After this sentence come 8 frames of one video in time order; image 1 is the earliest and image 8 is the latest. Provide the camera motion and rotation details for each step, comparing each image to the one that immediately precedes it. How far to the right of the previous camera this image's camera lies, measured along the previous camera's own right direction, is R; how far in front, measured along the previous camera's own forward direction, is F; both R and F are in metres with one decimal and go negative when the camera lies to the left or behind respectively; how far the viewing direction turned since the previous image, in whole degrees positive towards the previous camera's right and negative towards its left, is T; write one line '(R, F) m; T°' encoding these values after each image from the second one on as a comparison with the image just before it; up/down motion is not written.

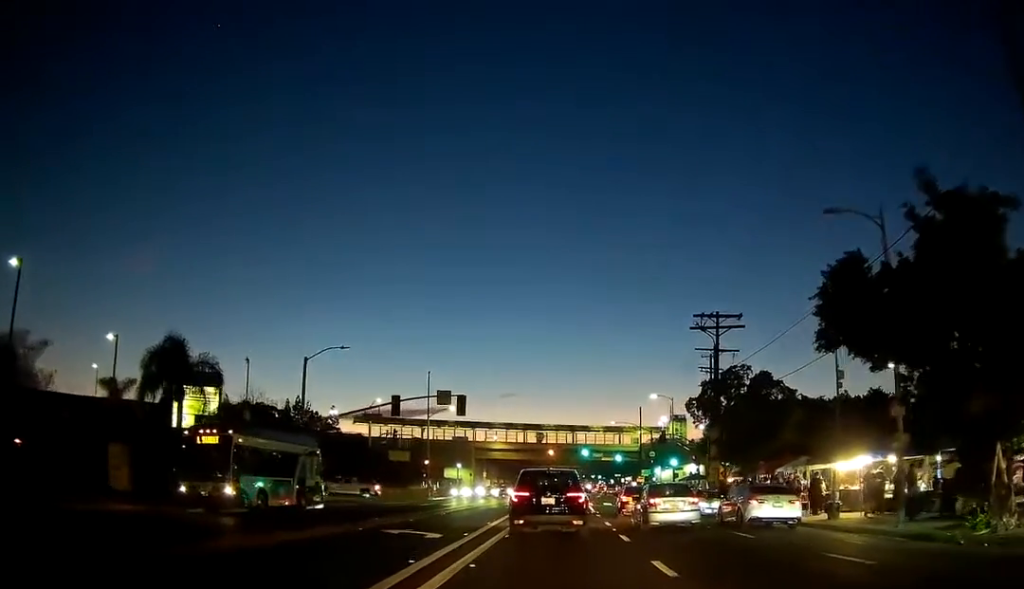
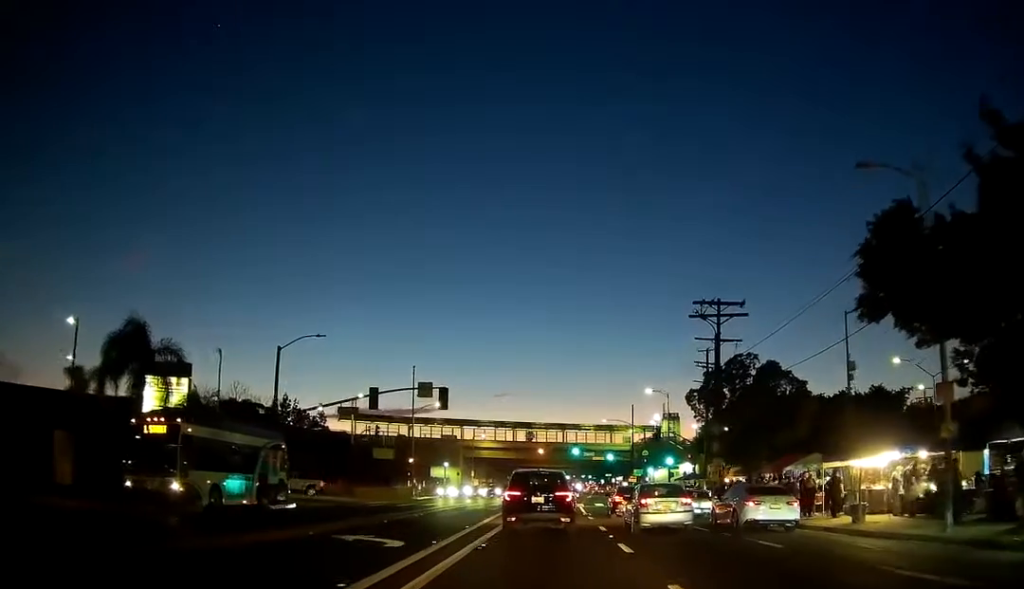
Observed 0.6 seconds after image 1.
(+0.1, +2.8) m; 0°
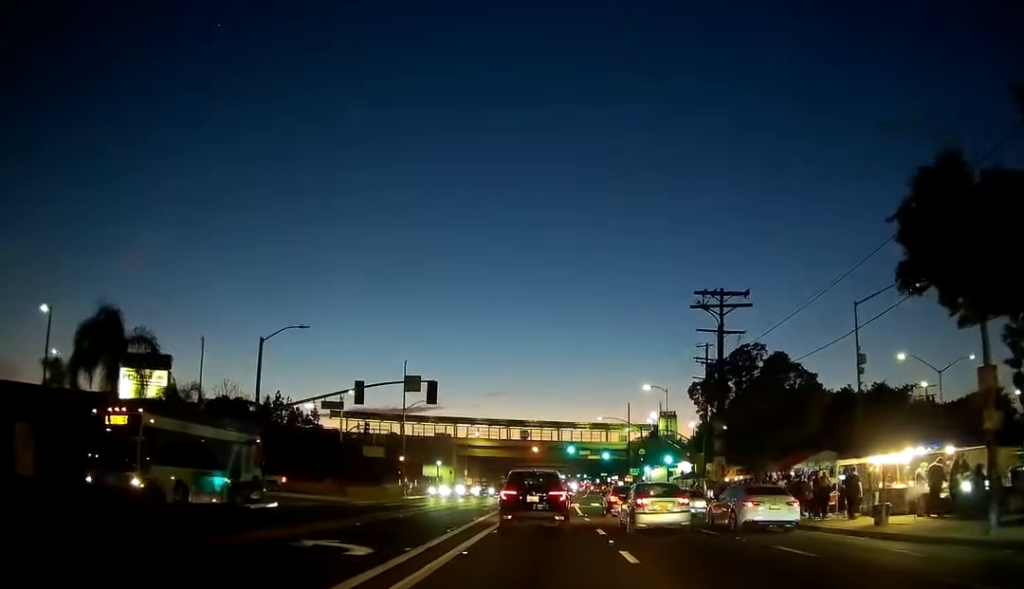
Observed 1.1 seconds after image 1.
(+0.1, +2.0) m; 0°
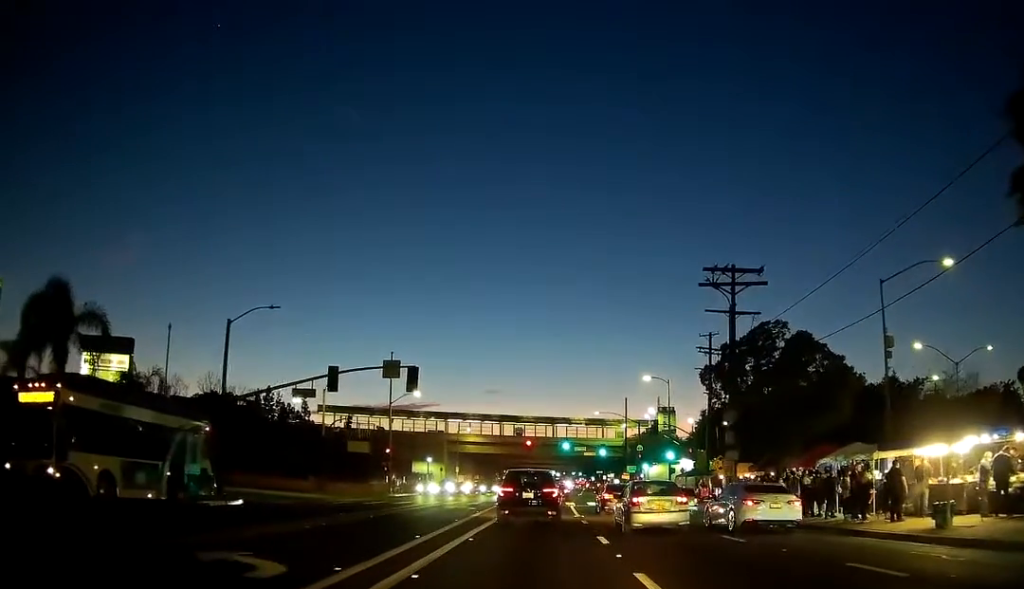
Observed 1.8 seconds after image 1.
(-0.1, +4.0) m; -1°
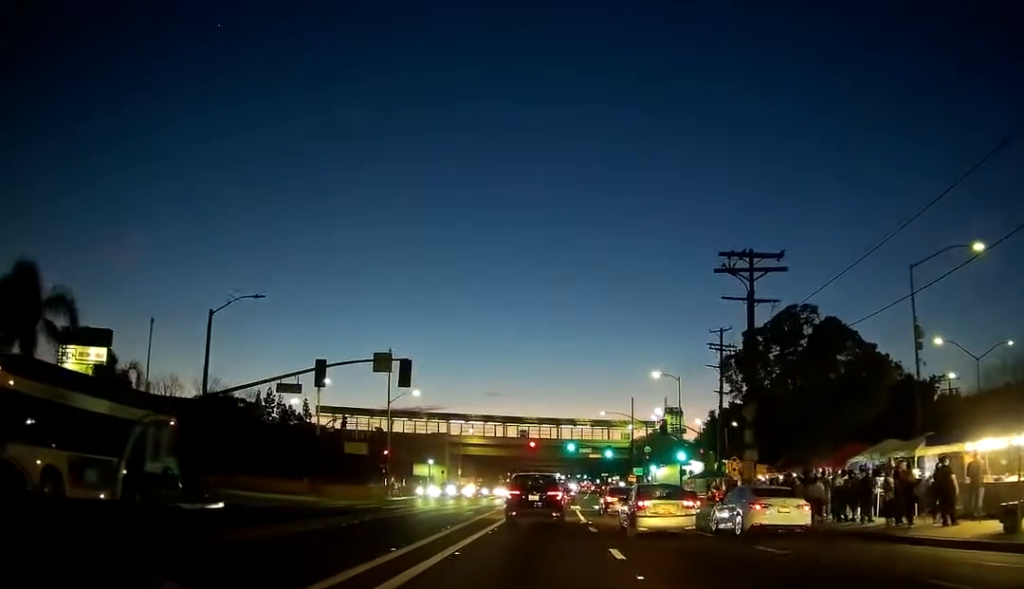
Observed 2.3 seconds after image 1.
(0.0, +2.7) m; 0°
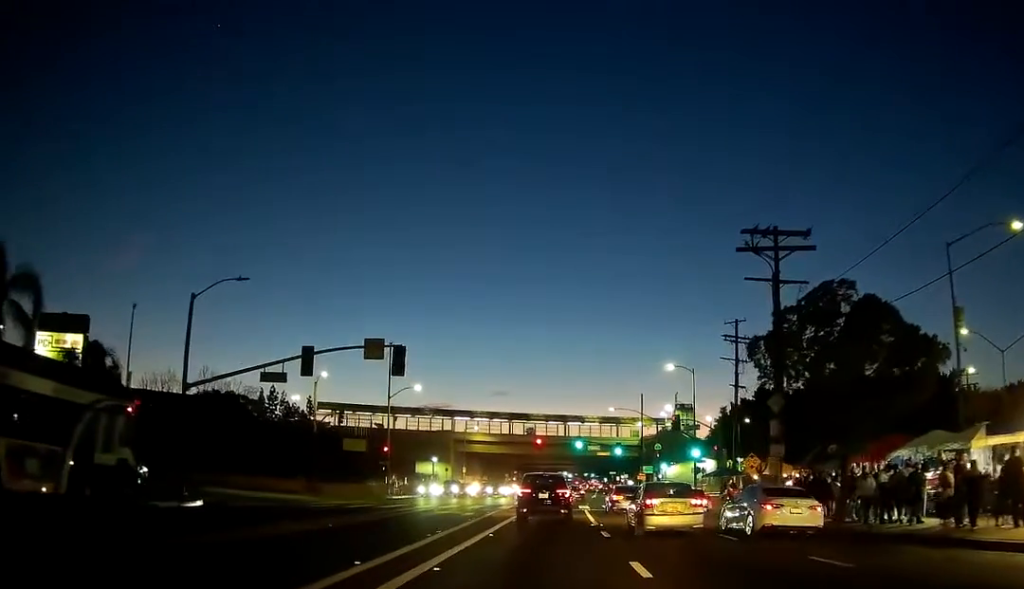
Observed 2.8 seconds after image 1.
(0.0, +2.8) m; 0°
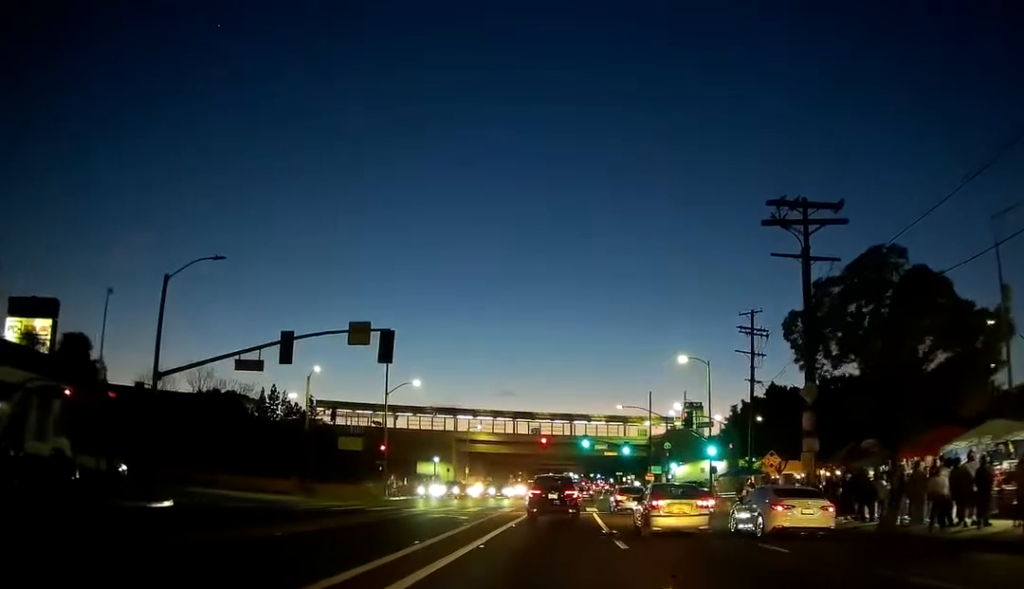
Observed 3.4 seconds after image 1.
(0.0, +3.4) m; +1°
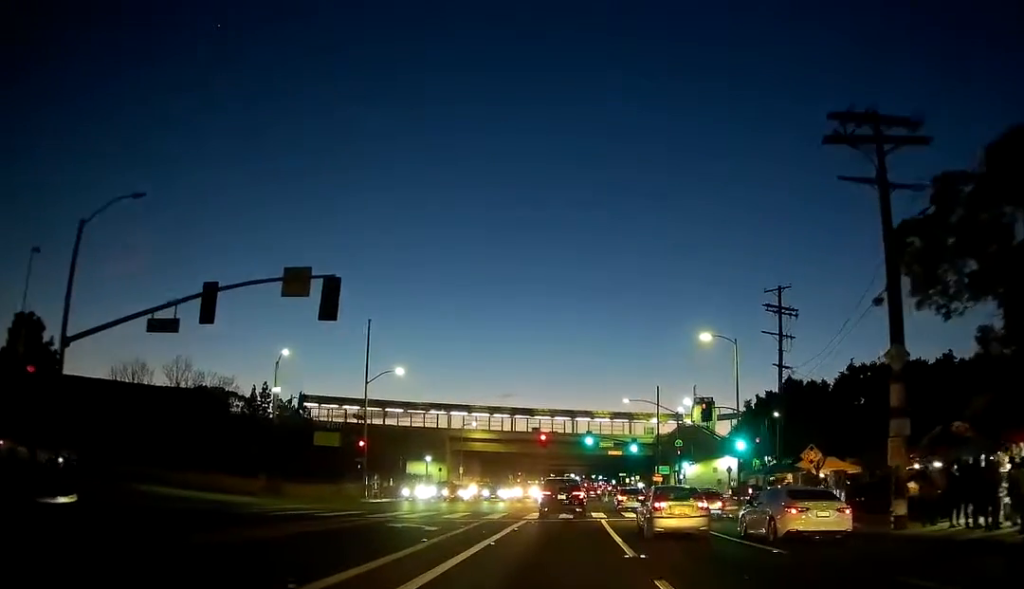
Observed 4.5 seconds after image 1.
(+0.1, +7.2) m; +2°
